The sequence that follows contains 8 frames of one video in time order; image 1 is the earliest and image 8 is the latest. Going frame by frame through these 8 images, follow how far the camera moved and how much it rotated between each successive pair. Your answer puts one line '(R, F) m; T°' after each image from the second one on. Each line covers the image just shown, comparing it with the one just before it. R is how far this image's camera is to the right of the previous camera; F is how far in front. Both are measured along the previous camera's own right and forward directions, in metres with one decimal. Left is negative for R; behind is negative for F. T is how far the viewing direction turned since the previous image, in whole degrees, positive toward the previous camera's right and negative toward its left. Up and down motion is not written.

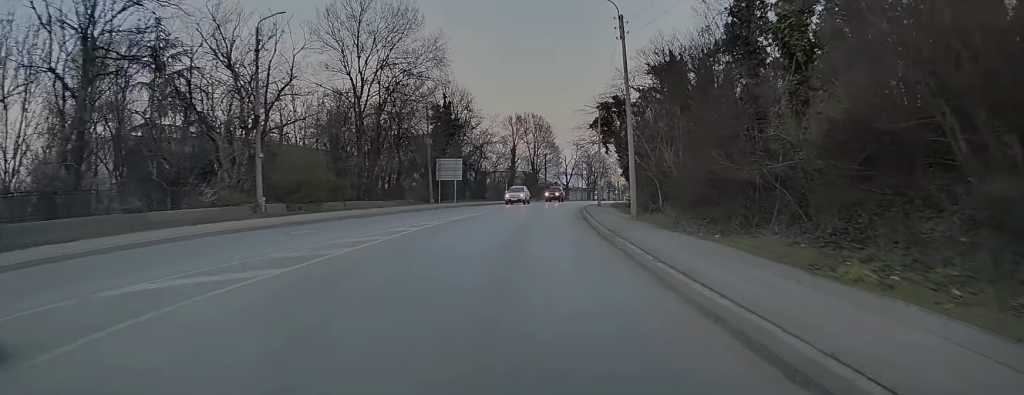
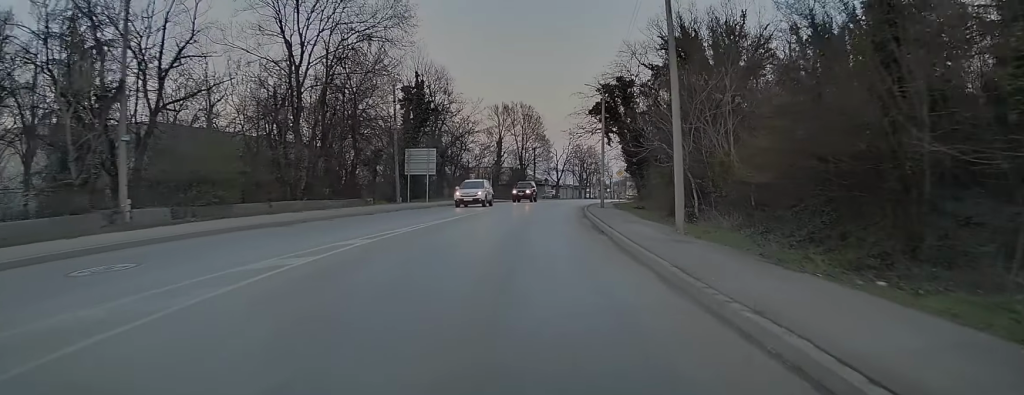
(0.0, +10.0) m; +1°
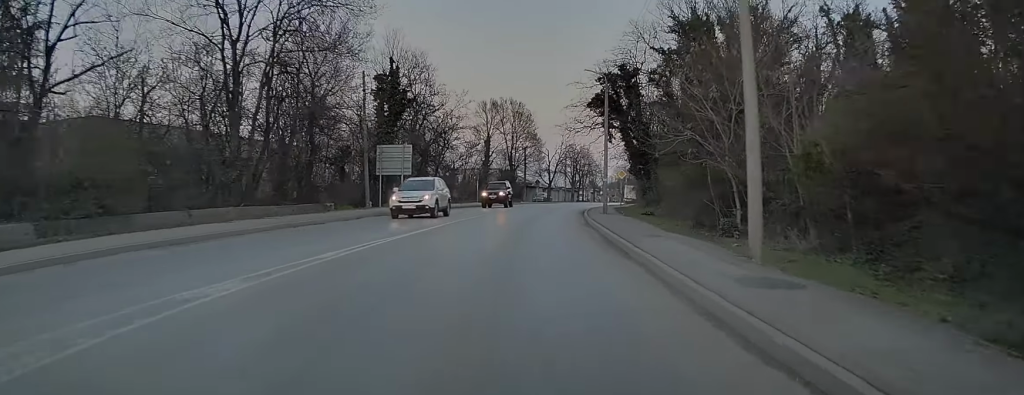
(-0.1, +6.5) m; +1°
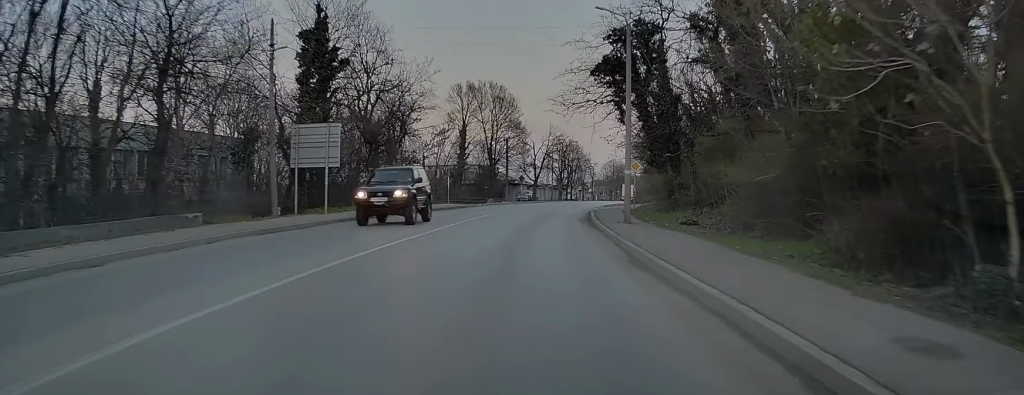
(+0.3, +13.0) m; +2°
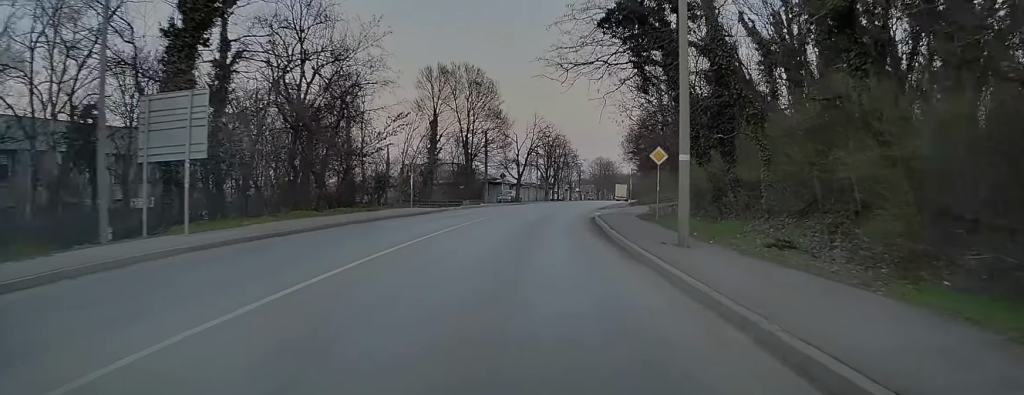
(+0.1, +10.9) m; +1°
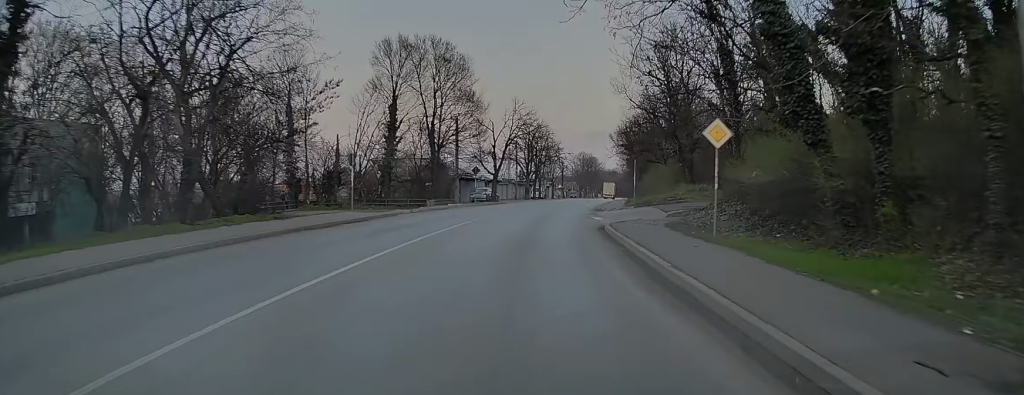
(0.0, +11.0) m; +1°
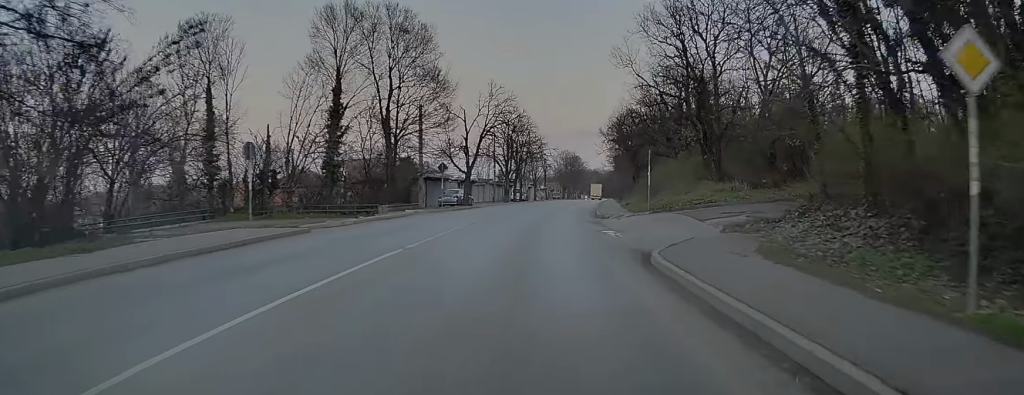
(+0.1, +11.2) m; +2°
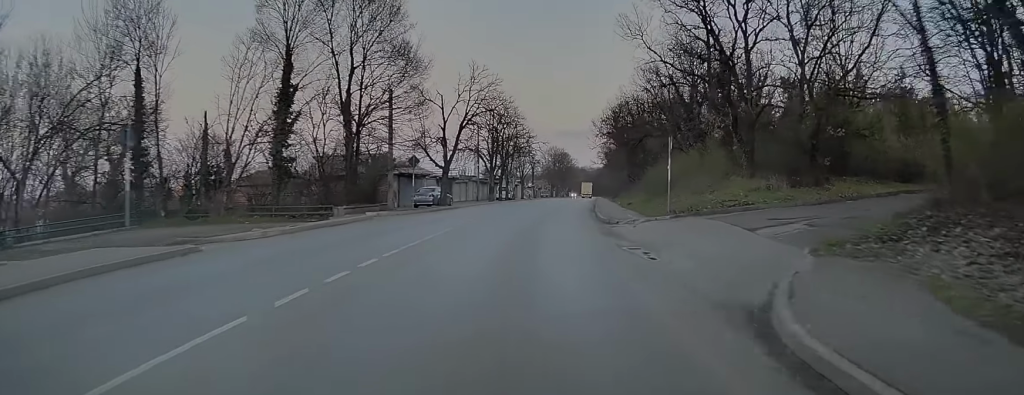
(+0.1, +7.3) m; +2°
